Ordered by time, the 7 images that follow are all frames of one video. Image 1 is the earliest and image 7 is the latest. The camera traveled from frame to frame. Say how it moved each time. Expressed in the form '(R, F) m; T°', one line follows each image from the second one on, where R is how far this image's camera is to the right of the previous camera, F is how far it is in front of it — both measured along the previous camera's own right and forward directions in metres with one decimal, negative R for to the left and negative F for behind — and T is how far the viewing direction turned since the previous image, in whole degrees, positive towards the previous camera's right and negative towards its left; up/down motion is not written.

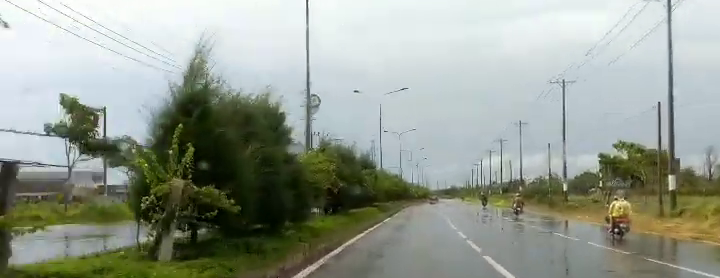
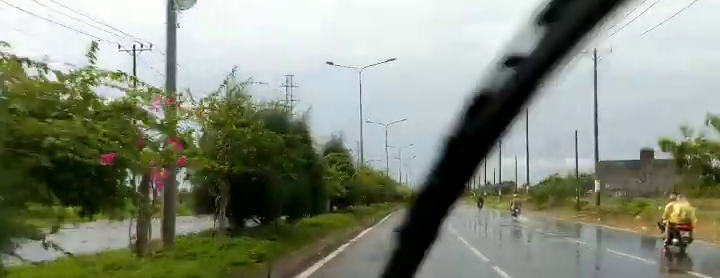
(-0.6, +14.4) m; -1°
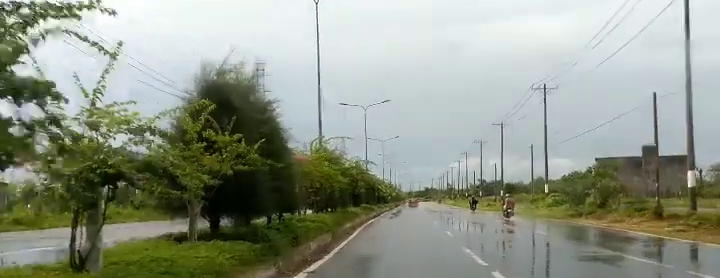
(+0.3, +18.4) m; +4°
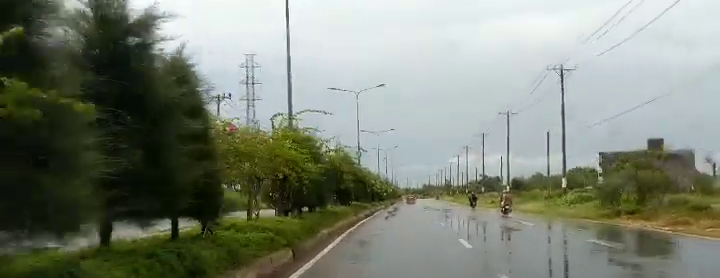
(+0.3, +8.1) m; 0°
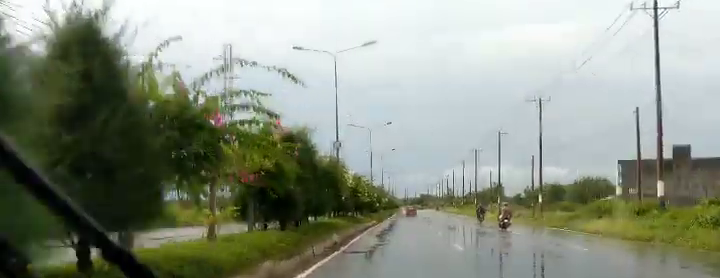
(-0.2, +20.8) m; -2°
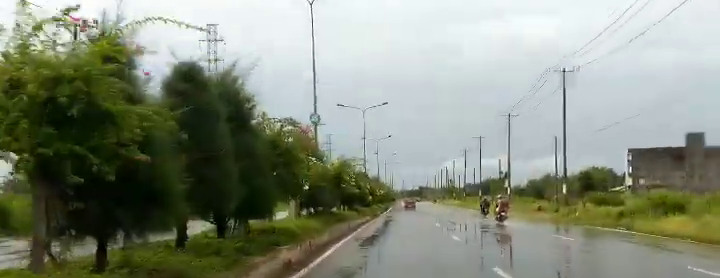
(-0.3, +9.9) m; -1°
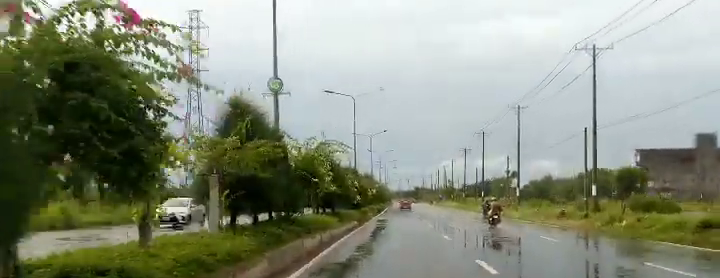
(+0.3, +9.9) m; +1°
